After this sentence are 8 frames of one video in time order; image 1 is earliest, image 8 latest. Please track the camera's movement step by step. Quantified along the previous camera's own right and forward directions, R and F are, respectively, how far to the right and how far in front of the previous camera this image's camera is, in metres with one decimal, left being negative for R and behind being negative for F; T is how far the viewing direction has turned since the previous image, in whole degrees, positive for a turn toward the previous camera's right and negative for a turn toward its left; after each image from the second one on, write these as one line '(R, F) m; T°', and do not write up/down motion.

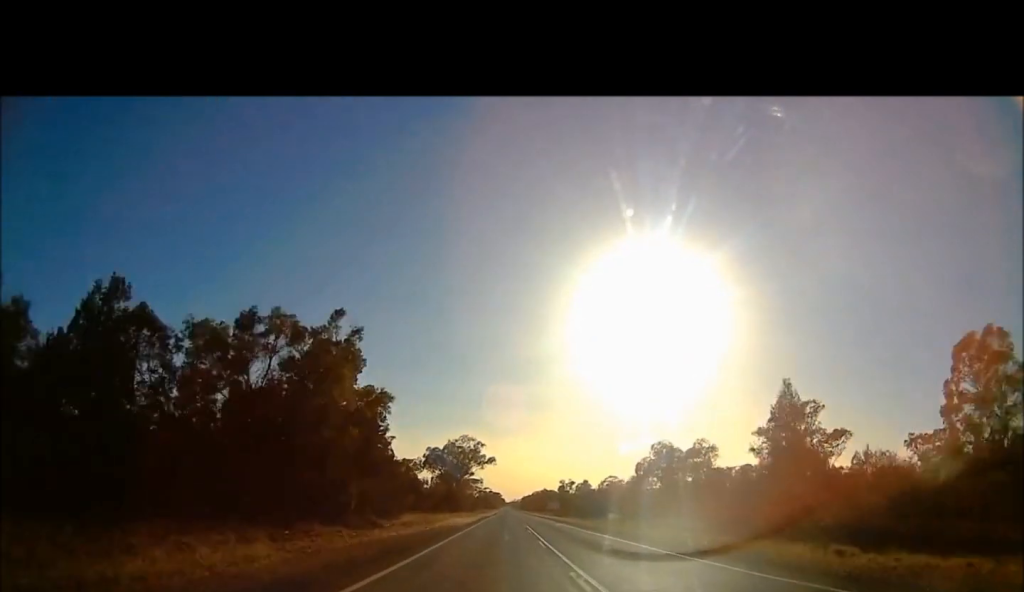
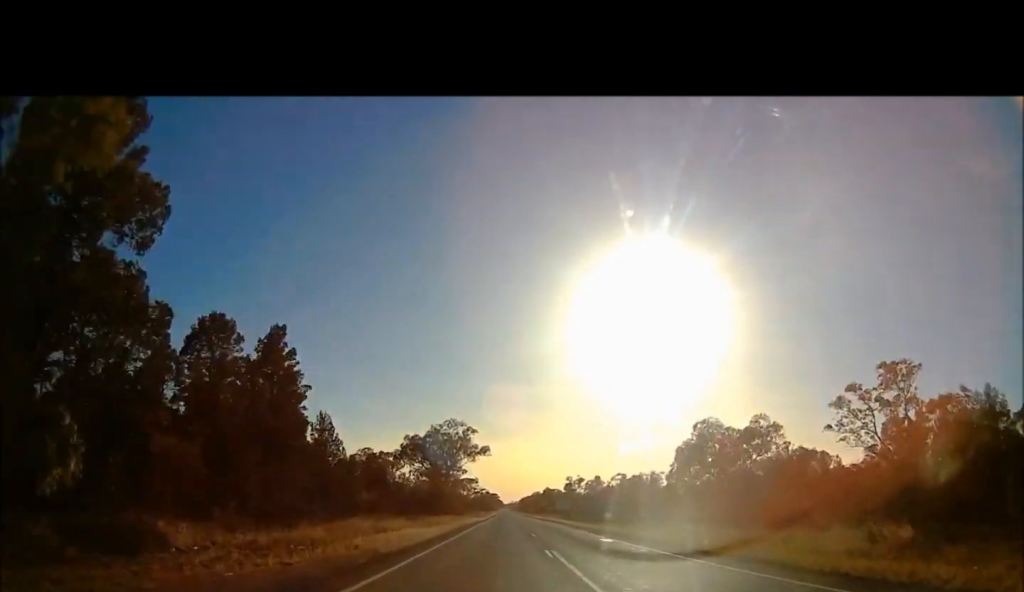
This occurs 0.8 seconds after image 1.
(-2.2, +25.7) m; 0°
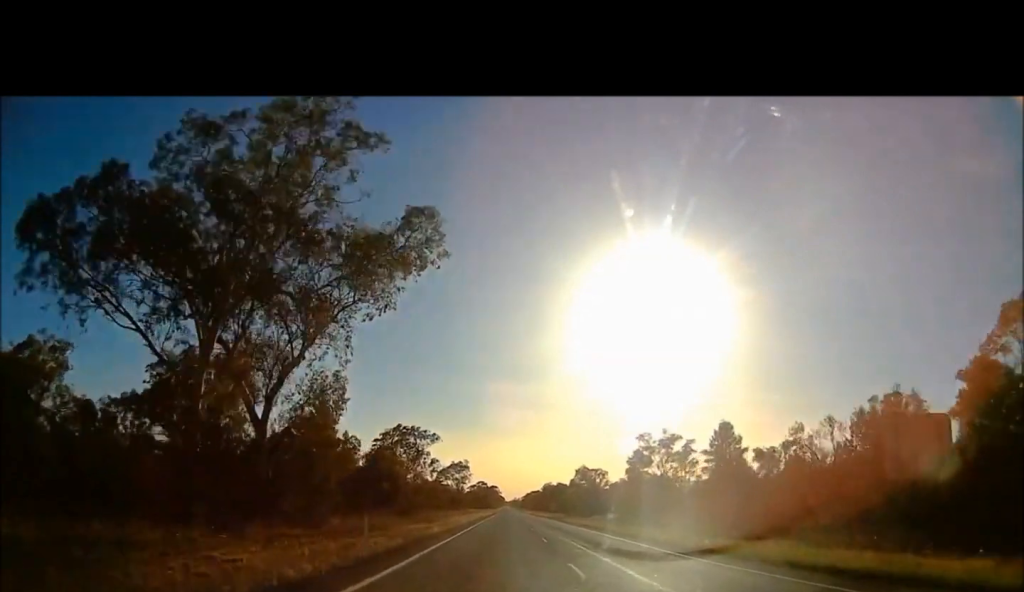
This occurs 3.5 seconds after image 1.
(+5.6, +102.4) m; +2°
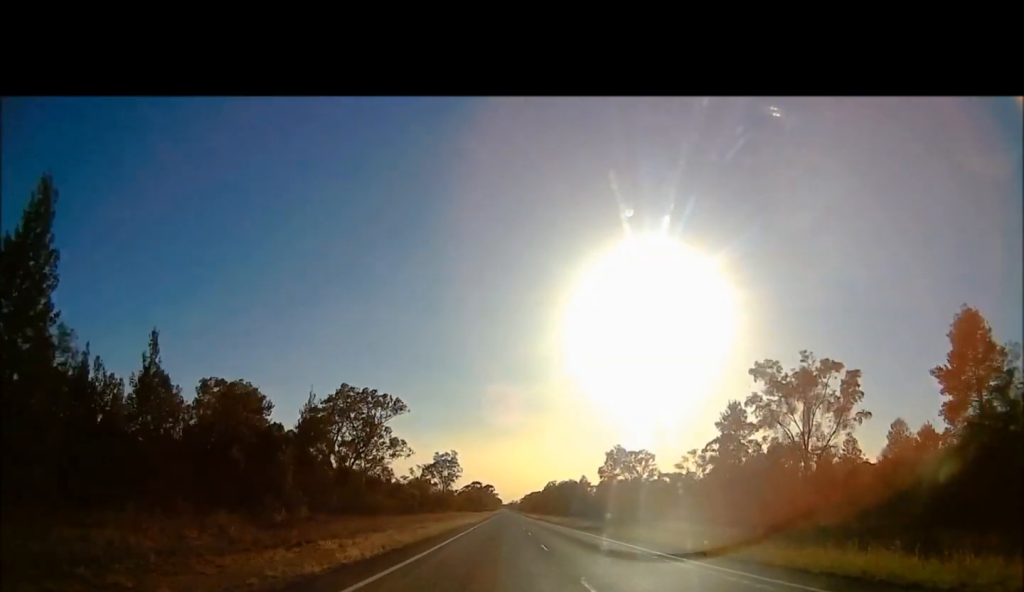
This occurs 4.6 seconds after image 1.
(-0.2, +38.6) m; +1°
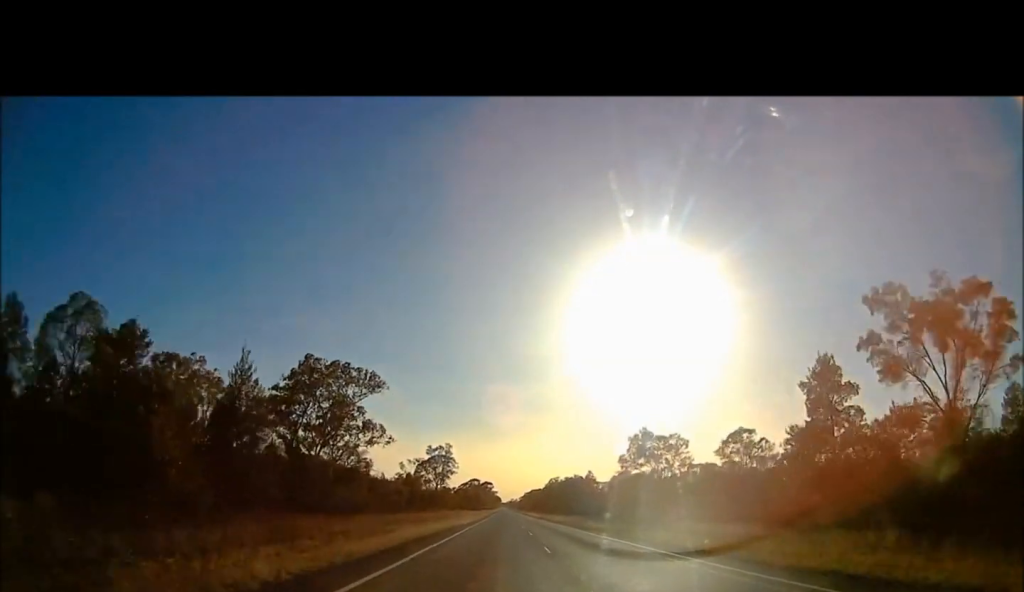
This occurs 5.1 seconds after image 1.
(+0.2, +14.8) m; +1°
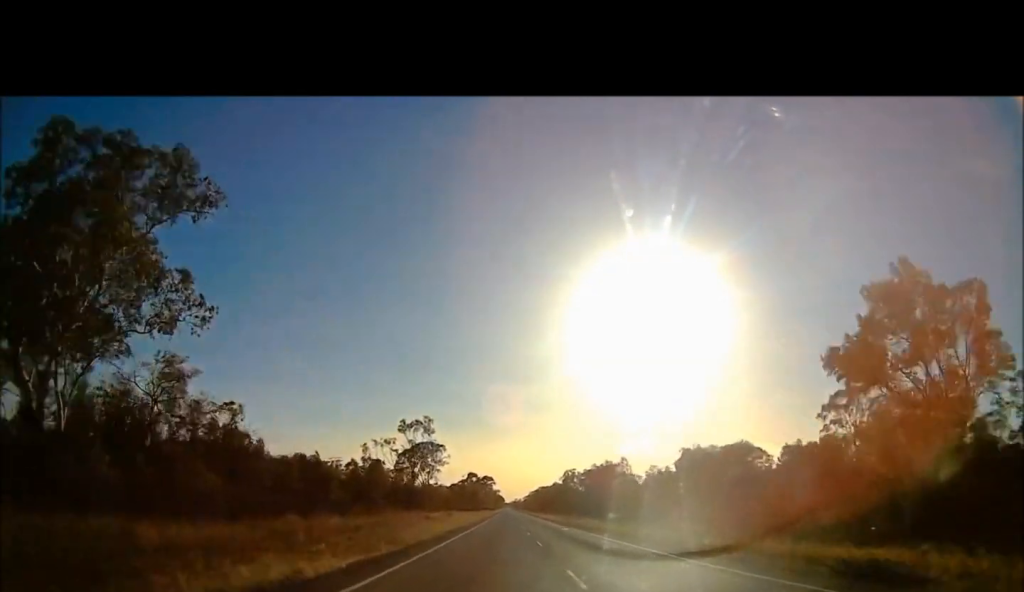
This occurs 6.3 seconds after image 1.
(+0.6, +42.8) m; +1°
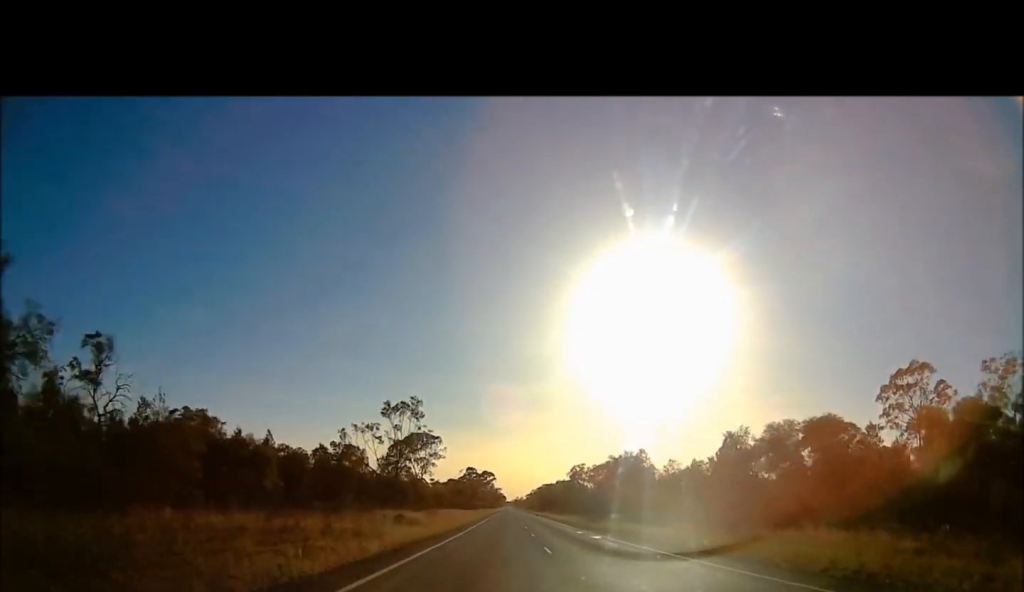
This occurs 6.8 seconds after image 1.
(0.0, +15.7) m; 0°
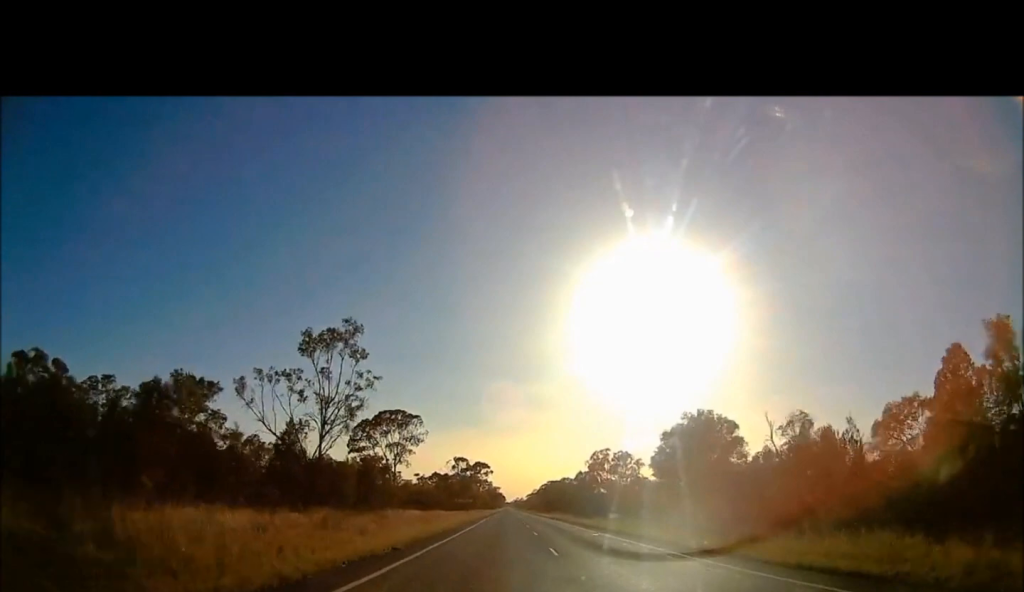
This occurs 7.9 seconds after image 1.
(-0.5, +36.8) m; -3°
